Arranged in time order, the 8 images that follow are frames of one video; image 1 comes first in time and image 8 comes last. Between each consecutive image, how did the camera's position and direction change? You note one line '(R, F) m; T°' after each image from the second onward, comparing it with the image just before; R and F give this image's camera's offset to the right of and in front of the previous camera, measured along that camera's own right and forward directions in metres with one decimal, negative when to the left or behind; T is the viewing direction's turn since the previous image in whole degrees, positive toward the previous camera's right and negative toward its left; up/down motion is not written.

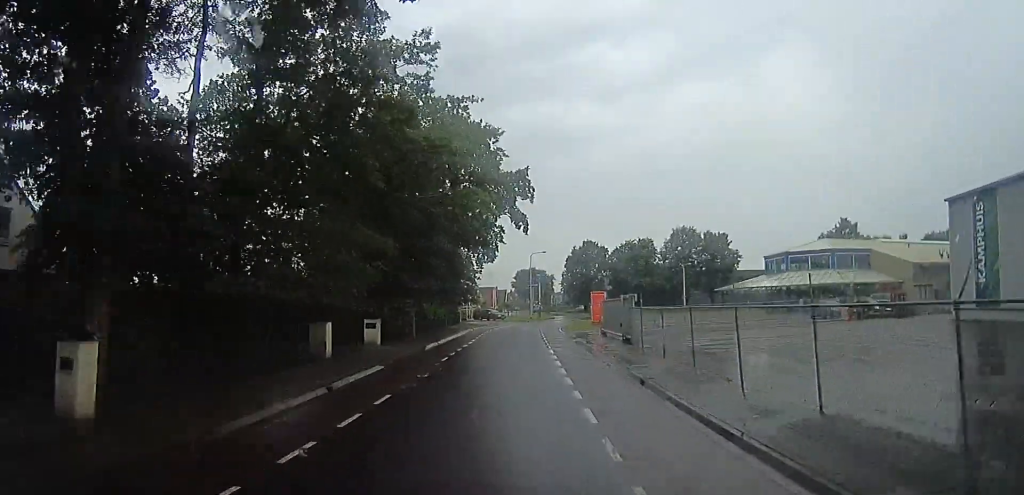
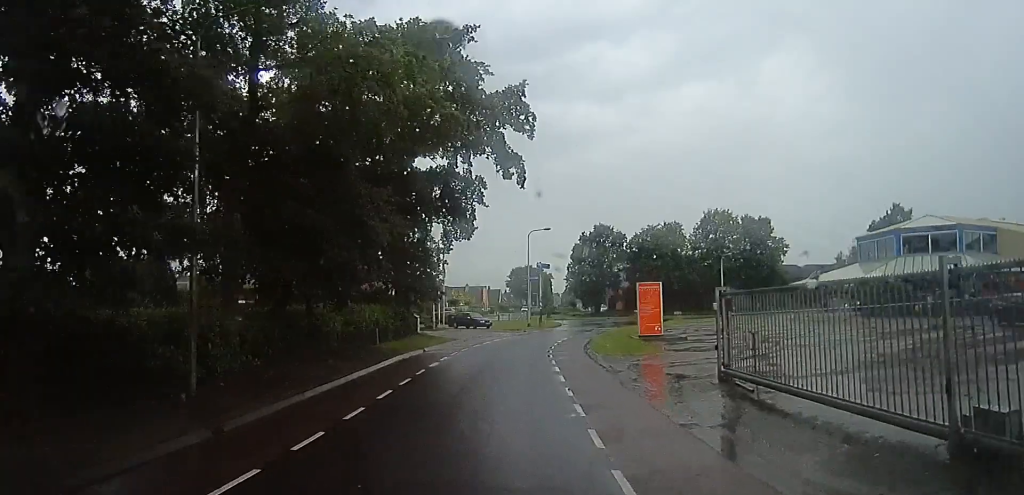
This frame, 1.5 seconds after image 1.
(0.0, +19.2) m; +1°
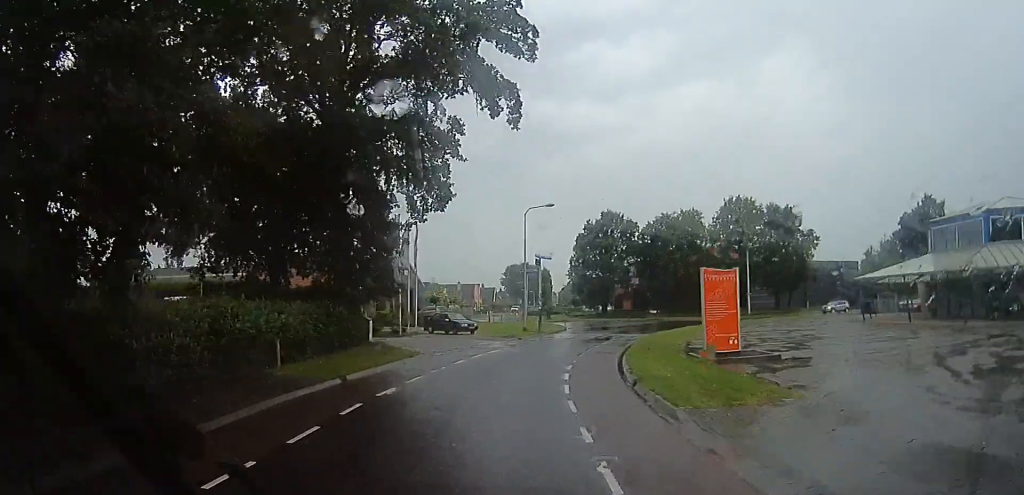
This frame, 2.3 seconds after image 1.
(+0.2, +9.8) m; +2°
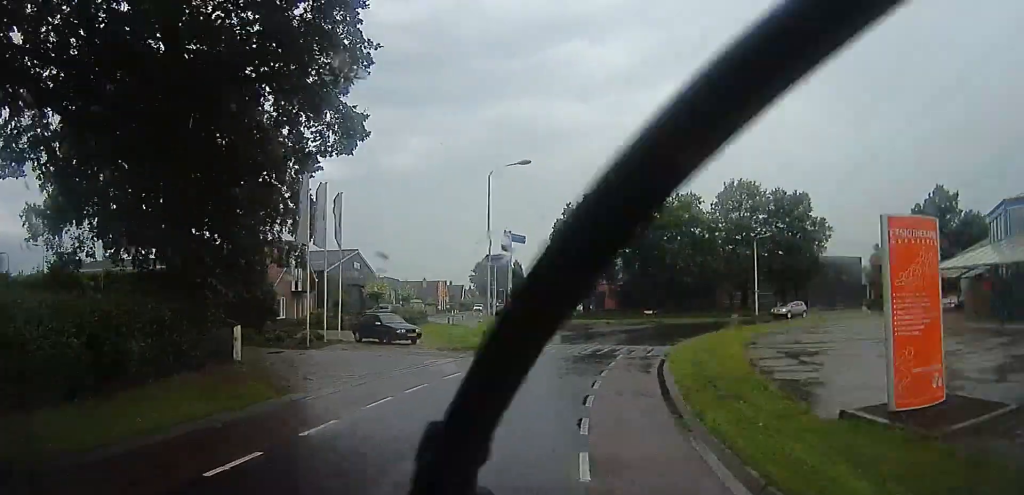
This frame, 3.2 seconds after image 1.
(+0.1, +10.0) m; +1°
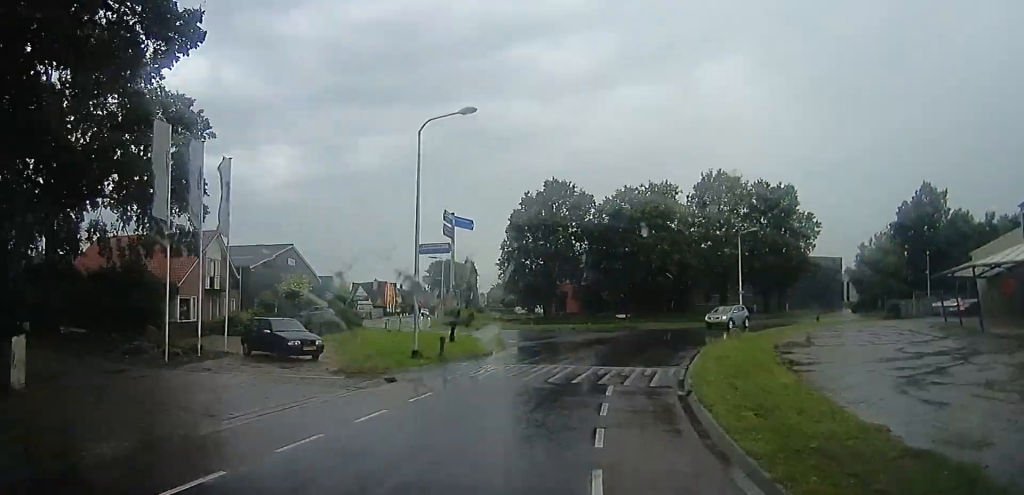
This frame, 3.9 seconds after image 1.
(0.0, +7.1) m; 0°
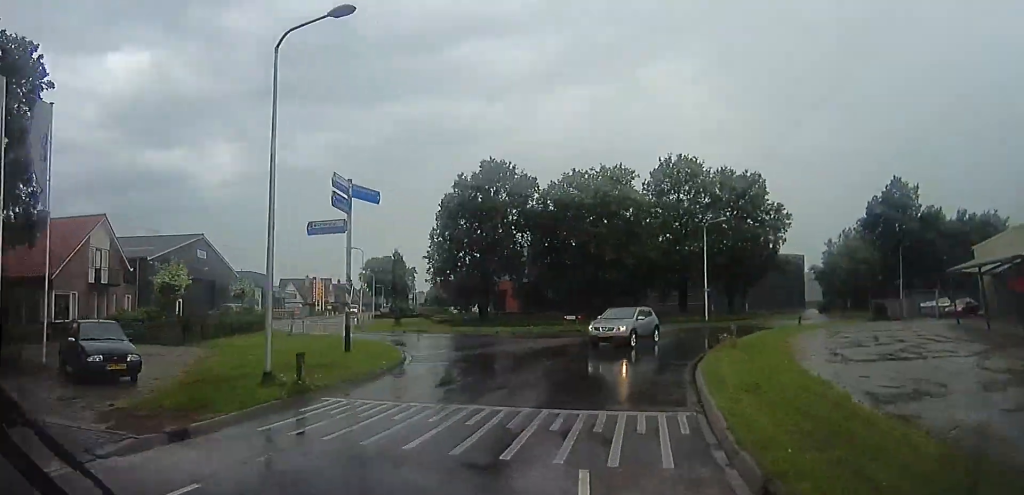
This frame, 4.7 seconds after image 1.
(0.0, +6.8) m; 0°
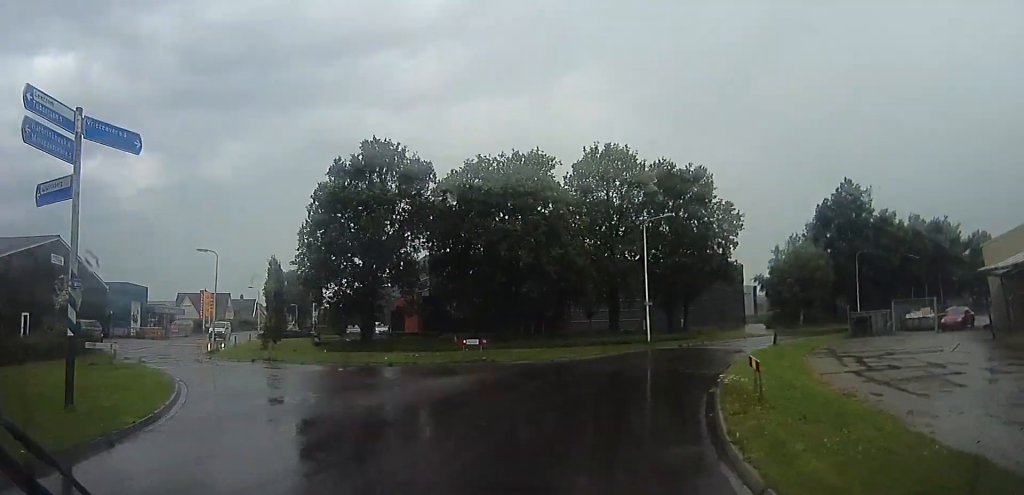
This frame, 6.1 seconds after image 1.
(0.0, +9.5) m; -1°
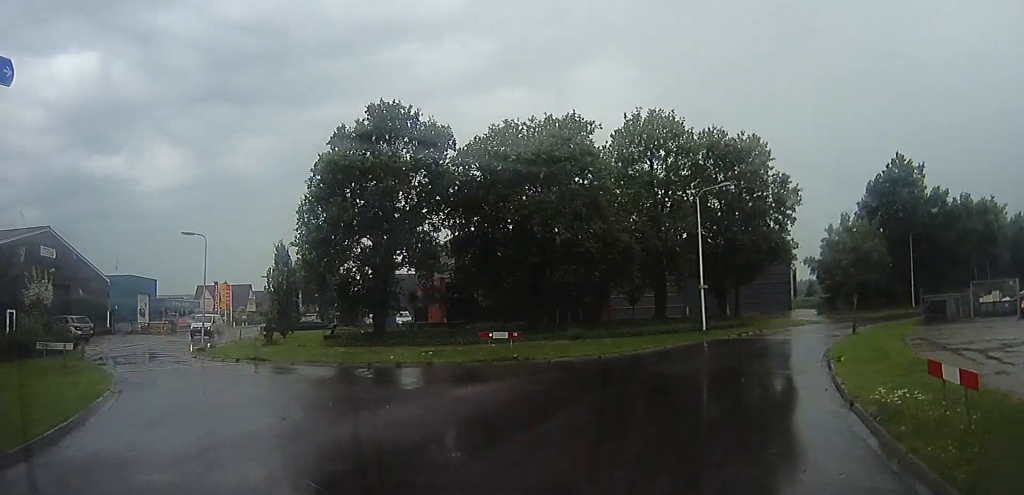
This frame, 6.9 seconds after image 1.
(0.0, +4.5) m; -4°
